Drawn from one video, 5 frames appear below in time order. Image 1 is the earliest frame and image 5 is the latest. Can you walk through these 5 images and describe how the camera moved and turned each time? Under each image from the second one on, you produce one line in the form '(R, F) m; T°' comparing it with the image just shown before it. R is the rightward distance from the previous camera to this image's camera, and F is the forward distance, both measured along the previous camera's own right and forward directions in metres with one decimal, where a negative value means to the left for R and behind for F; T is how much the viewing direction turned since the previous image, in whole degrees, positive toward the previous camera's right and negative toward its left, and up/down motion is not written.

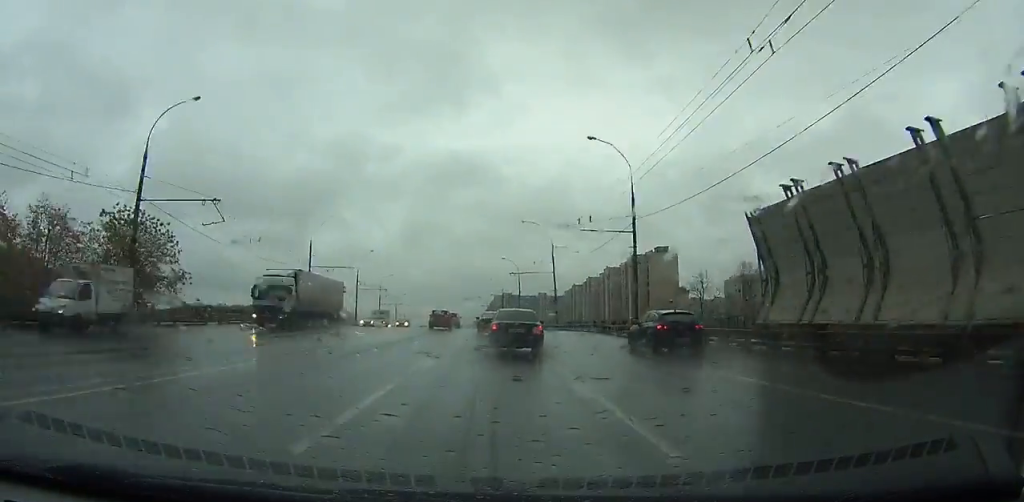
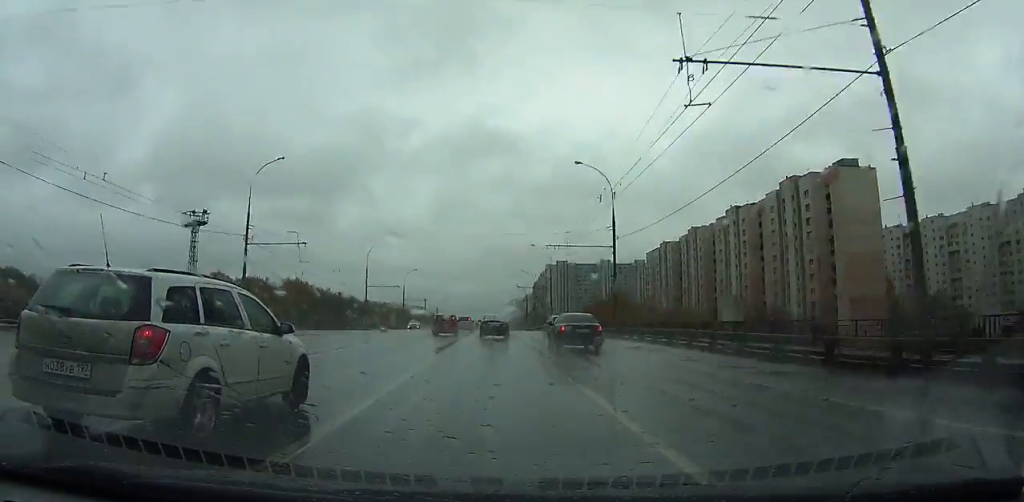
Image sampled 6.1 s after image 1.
(-2.7, +94.5) m; -4°
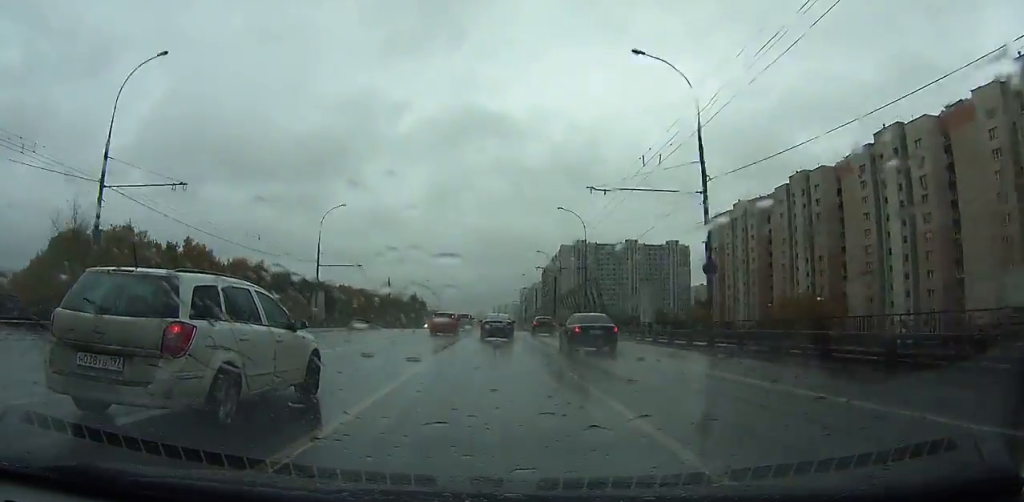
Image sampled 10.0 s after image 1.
(-1.6, +64.6) m; -1°
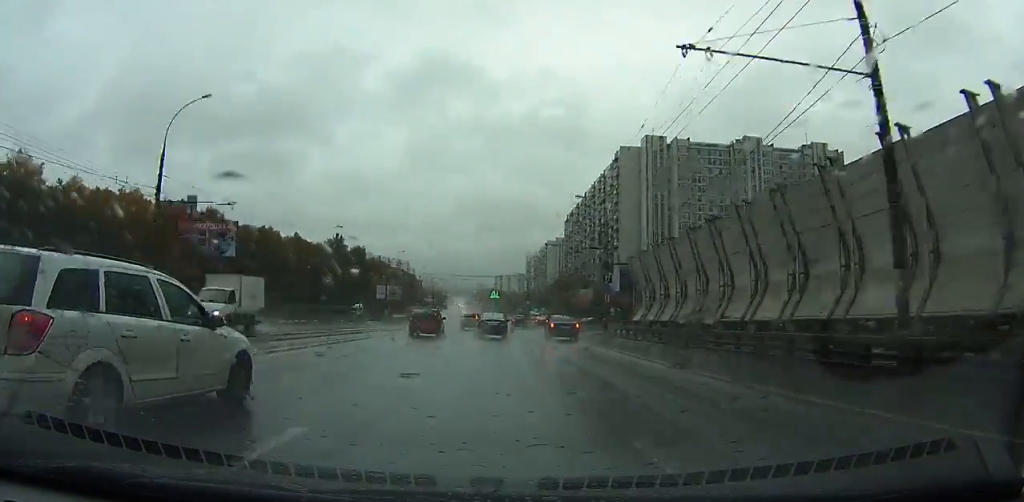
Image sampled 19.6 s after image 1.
(+0.8, +172.3) m; 0°
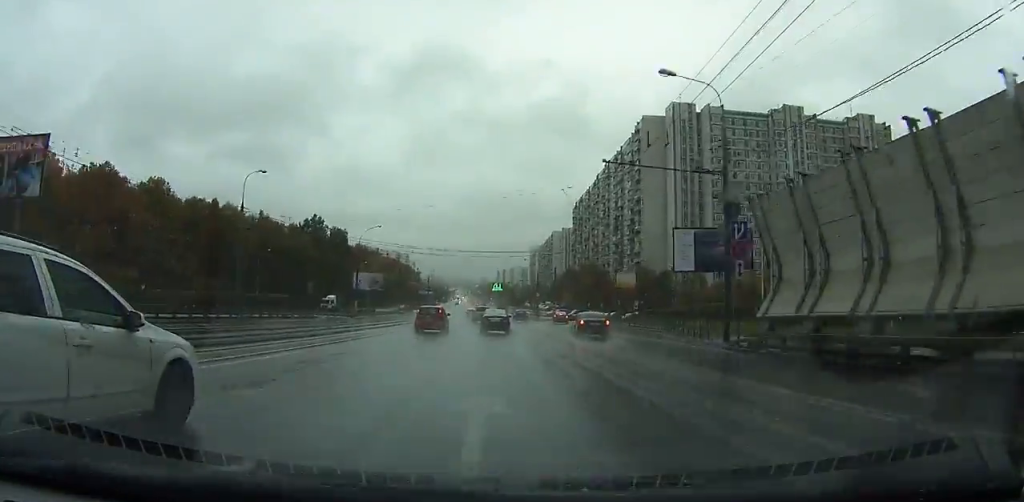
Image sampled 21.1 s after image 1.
(0.0, +27.9) m; 0°
